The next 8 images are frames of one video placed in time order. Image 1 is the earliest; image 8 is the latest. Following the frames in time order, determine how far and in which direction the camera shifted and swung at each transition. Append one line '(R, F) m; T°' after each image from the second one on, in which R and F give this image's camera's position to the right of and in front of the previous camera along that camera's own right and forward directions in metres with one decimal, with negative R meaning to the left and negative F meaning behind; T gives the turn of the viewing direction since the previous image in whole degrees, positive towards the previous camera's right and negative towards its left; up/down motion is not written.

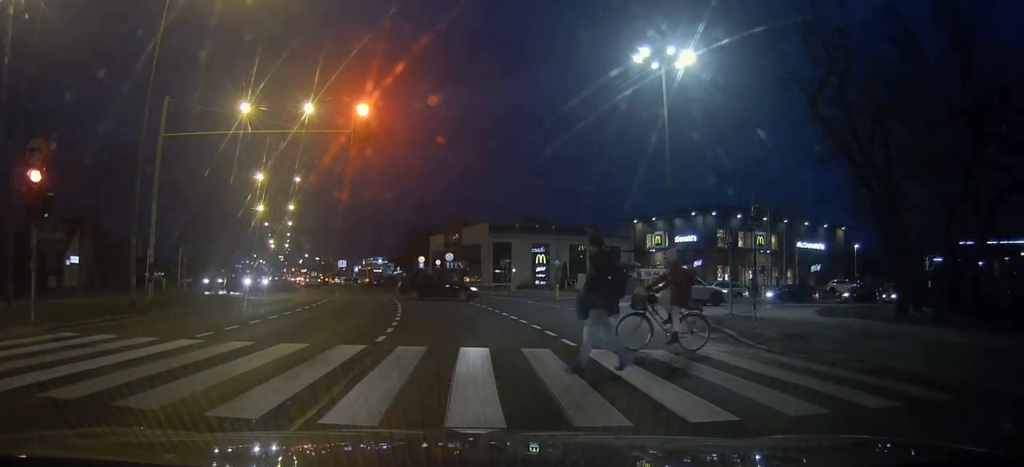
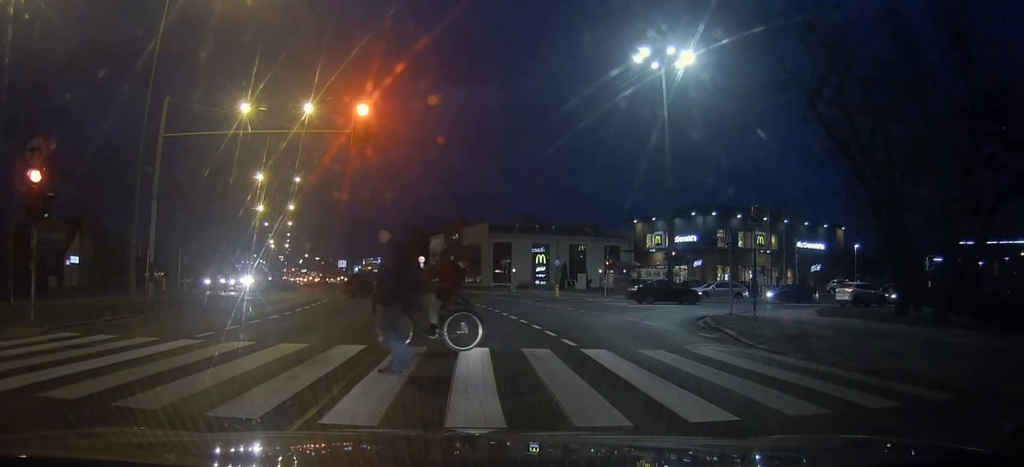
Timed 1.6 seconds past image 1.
(0.0, 0.0) m; 0°
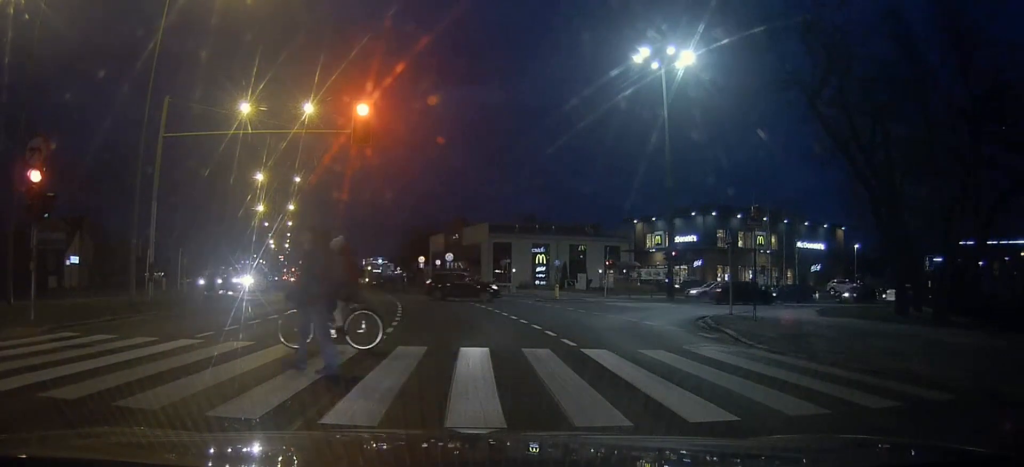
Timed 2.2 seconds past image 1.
(0.0, 0.0) m; 0°
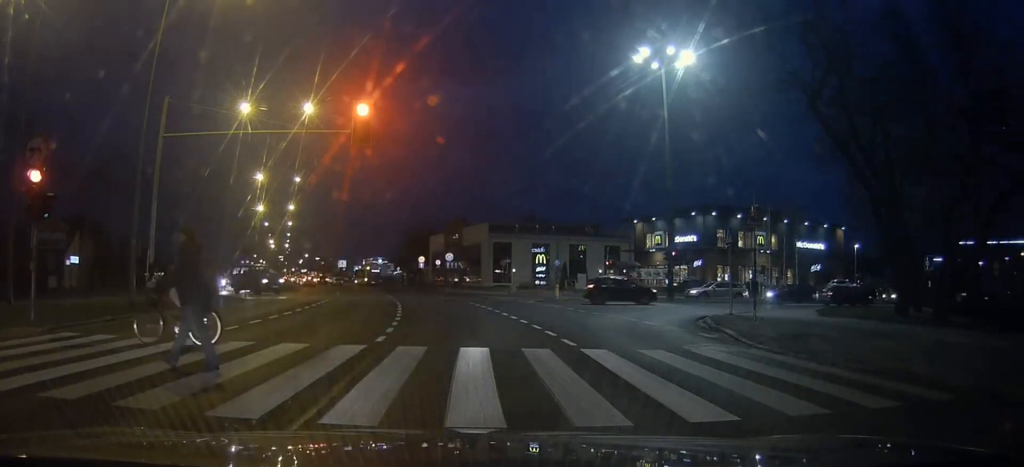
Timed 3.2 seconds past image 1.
(0.0, 0.0) m; 0°
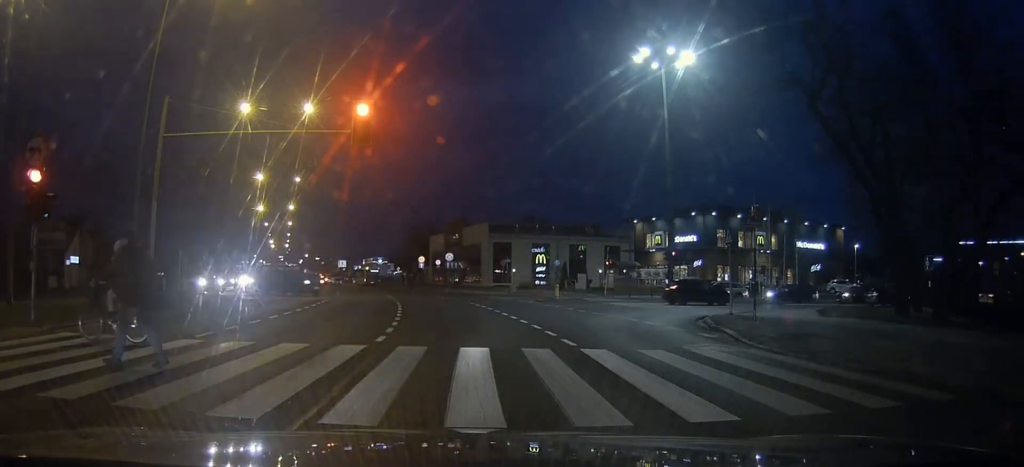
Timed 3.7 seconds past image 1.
(0.0, 0.0) m; 0°
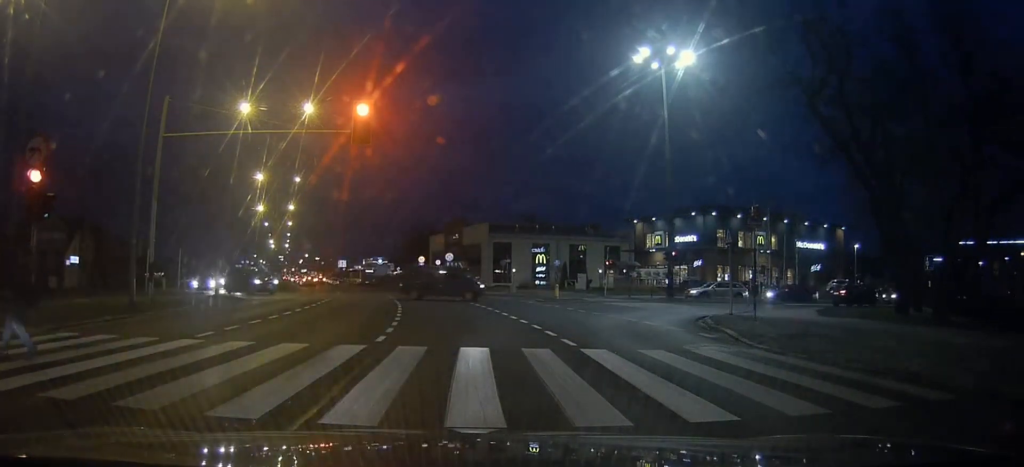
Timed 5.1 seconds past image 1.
(0.0, 0.0) m; 0°
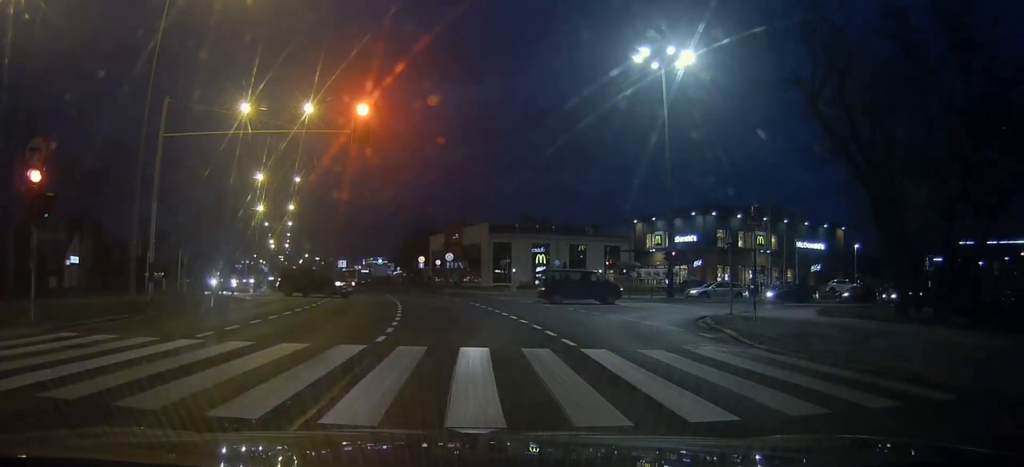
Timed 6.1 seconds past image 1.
(0.0, 0.0) m; 0°
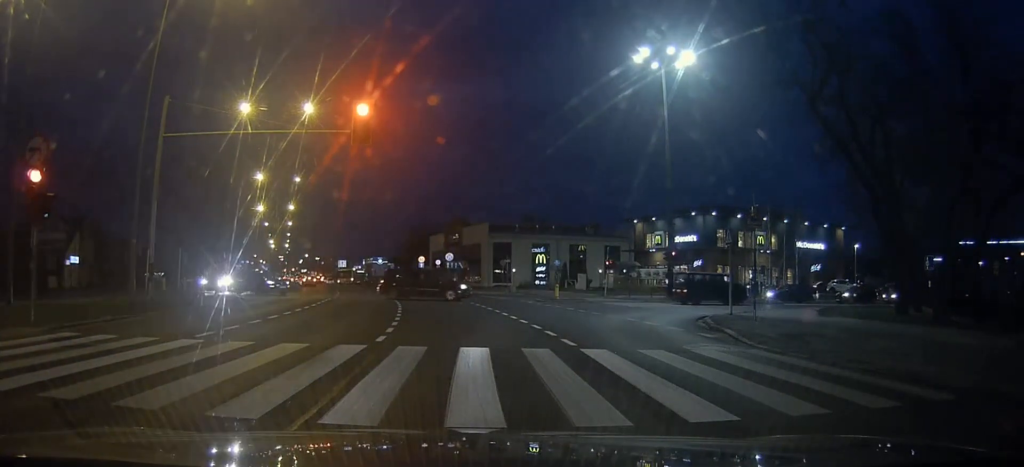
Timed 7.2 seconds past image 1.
(0.0, 0.0) m; 0°
